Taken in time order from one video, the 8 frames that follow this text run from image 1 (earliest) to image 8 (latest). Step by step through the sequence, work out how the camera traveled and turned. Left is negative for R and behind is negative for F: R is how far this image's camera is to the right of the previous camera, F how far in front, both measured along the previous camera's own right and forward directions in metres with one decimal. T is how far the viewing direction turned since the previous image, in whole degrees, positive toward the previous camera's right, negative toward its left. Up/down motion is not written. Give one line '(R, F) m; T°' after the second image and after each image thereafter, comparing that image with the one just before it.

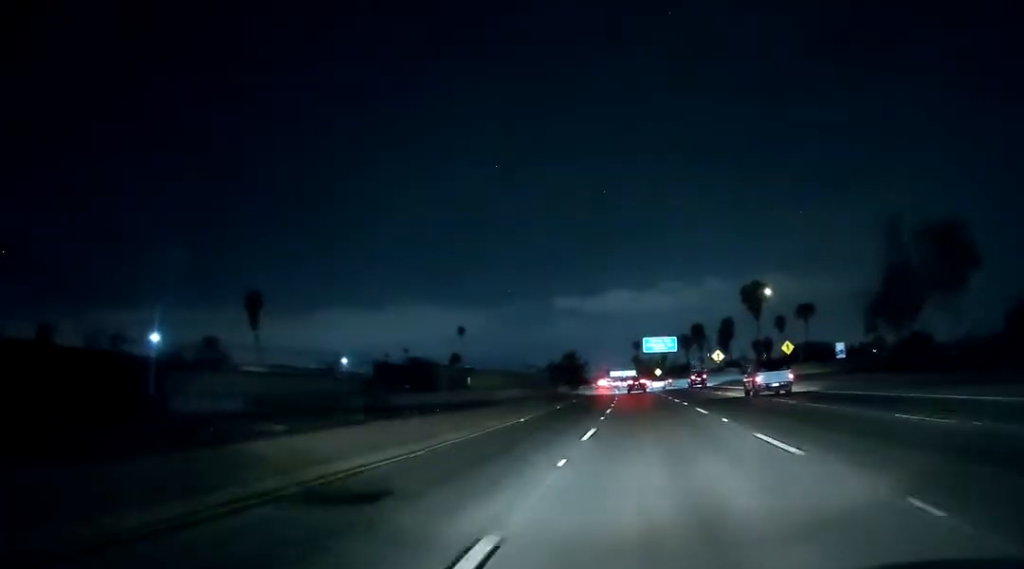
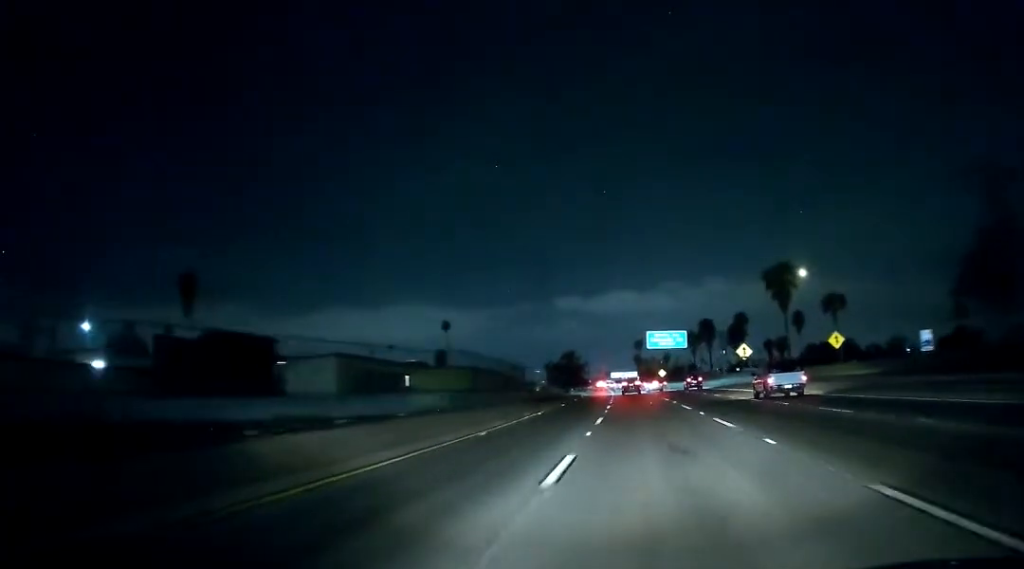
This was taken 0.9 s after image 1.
(0.0, +22.4) m; 0°
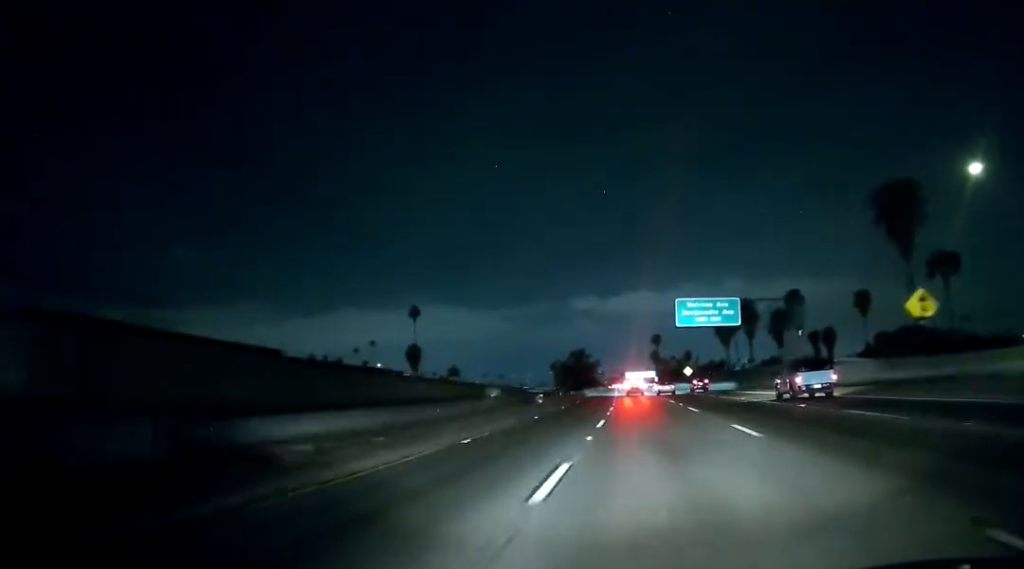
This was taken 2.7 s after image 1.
(-0.9, +45.4) m; -2°
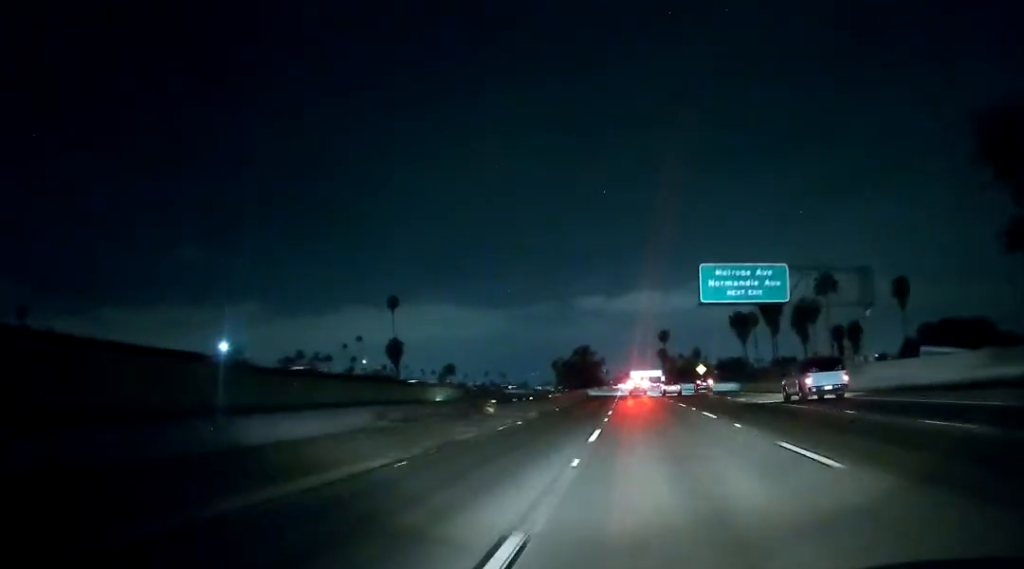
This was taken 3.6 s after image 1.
(-0.1, +20.8) m; 0°
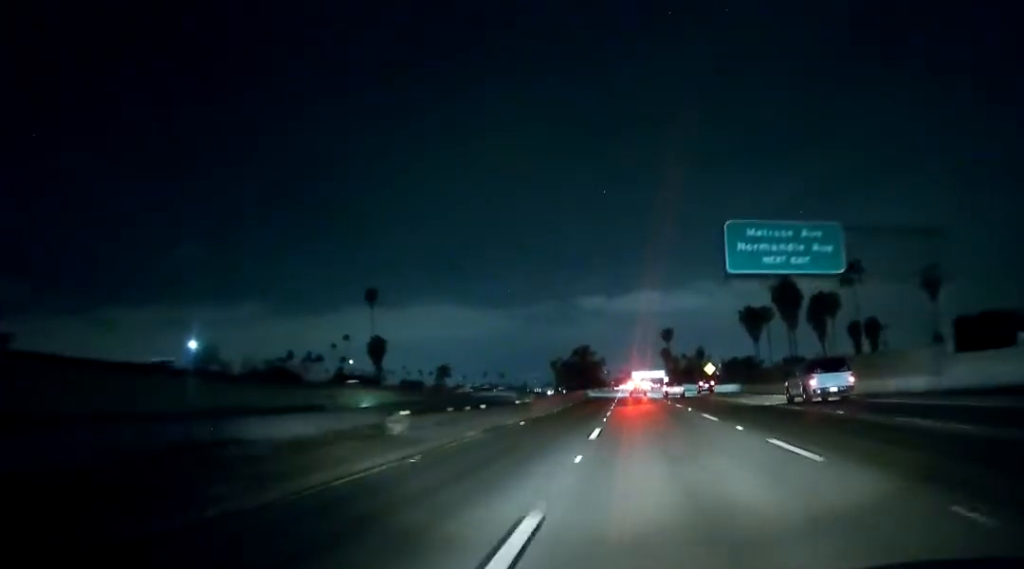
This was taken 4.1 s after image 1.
(+0.2, +13.3) m; 0°
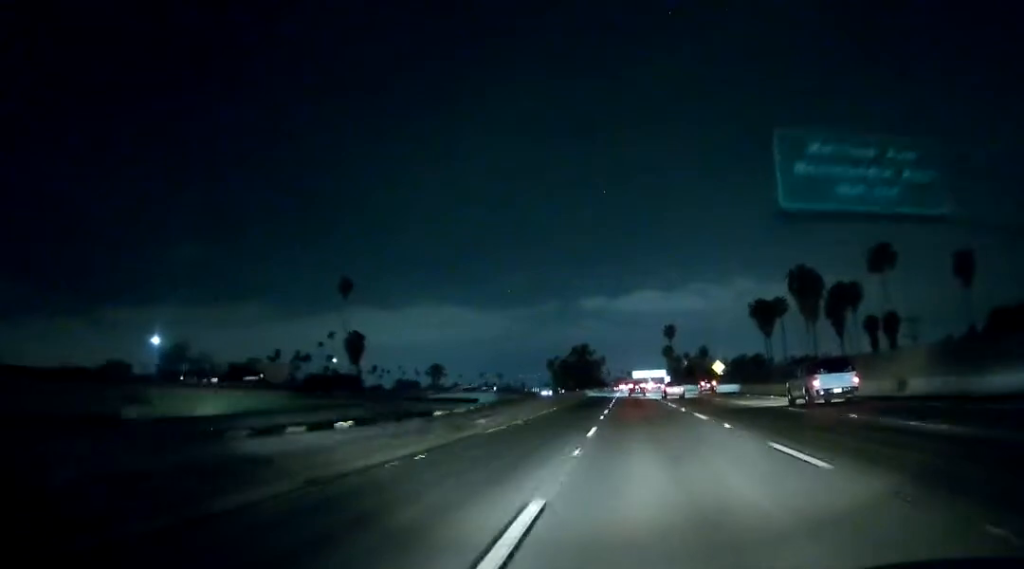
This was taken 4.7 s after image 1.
(-0.1, +14.3) m; 0°
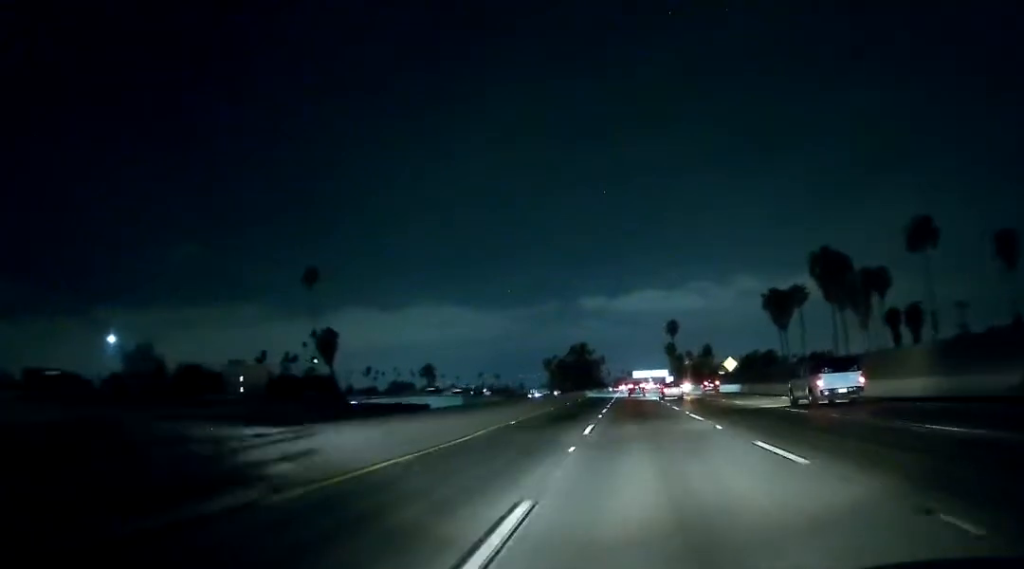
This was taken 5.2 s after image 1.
(-0.3, +14.3) m; 0°
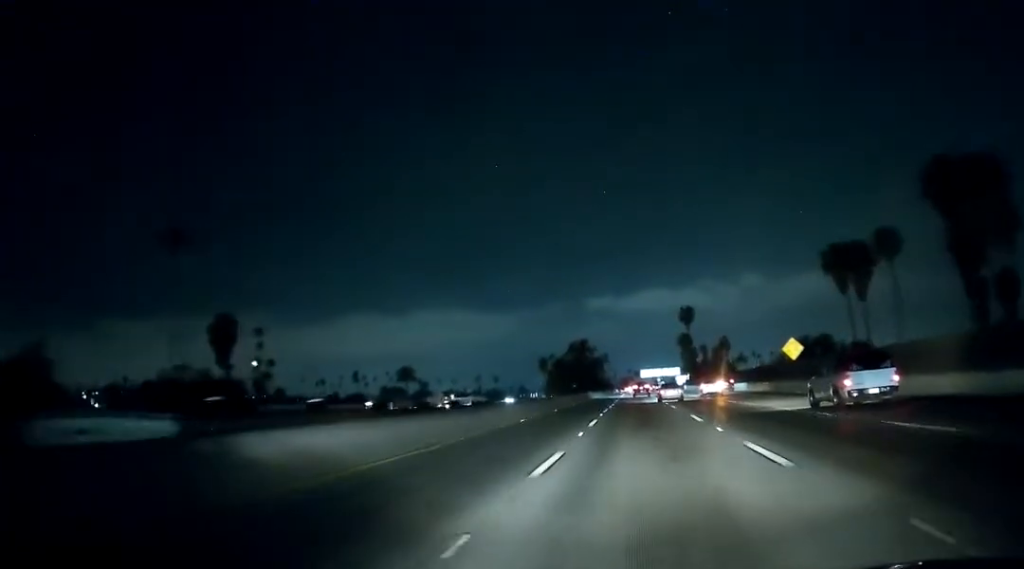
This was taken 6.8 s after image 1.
(+0.5, +40.4) m; 0°
